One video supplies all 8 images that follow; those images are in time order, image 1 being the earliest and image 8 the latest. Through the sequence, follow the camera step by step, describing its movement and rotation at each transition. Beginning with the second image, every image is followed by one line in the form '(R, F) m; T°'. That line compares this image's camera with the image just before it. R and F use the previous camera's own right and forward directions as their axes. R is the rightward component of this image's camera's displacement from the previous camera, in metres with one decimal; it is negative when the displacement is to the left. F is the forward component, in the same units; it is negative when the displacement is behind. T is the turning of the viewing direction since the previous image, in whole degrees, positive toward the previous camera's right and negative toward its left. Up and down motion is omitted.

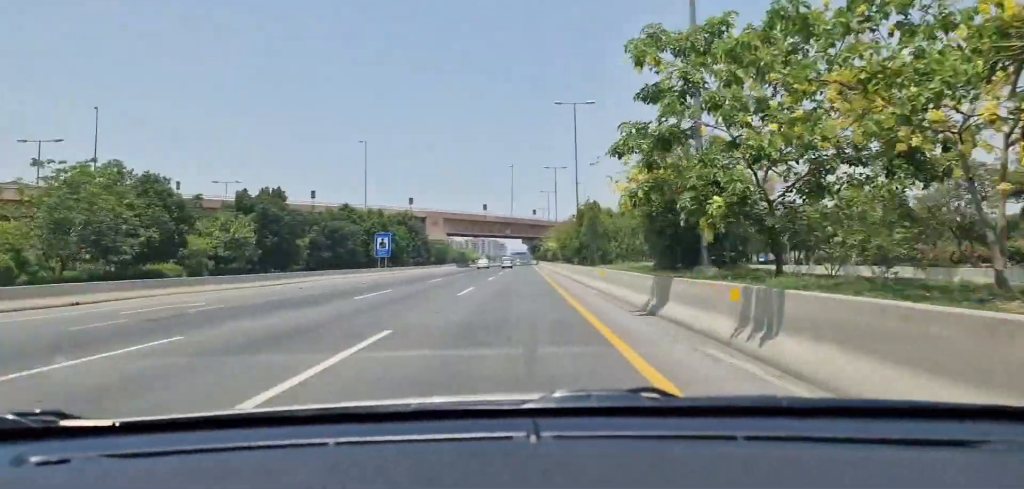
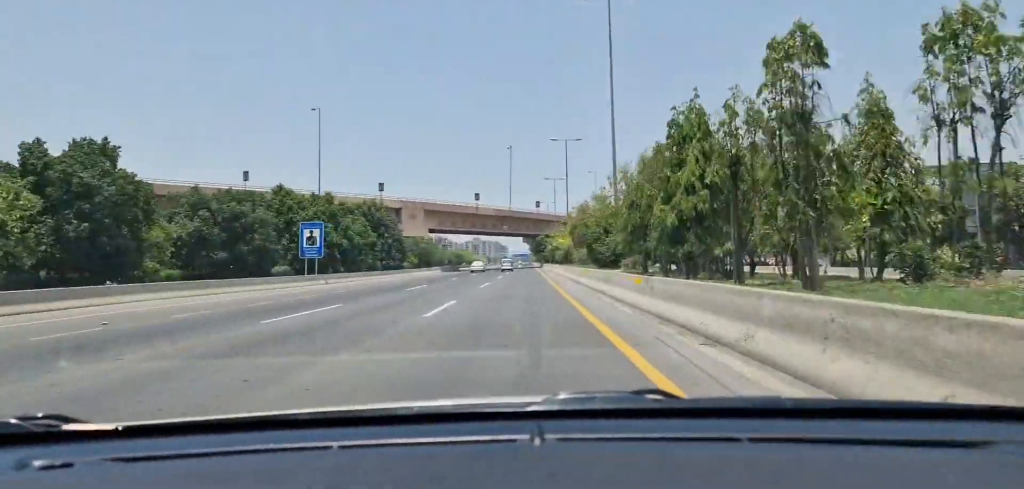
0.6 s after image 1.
(-0.1, +26.3) m; 0°
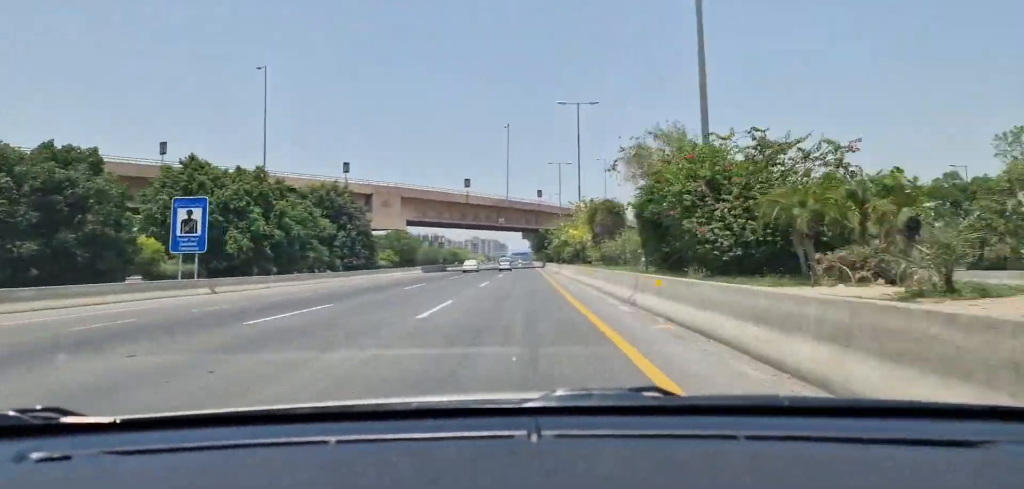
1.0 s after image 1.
(+0.2, +18.2) m; 0°
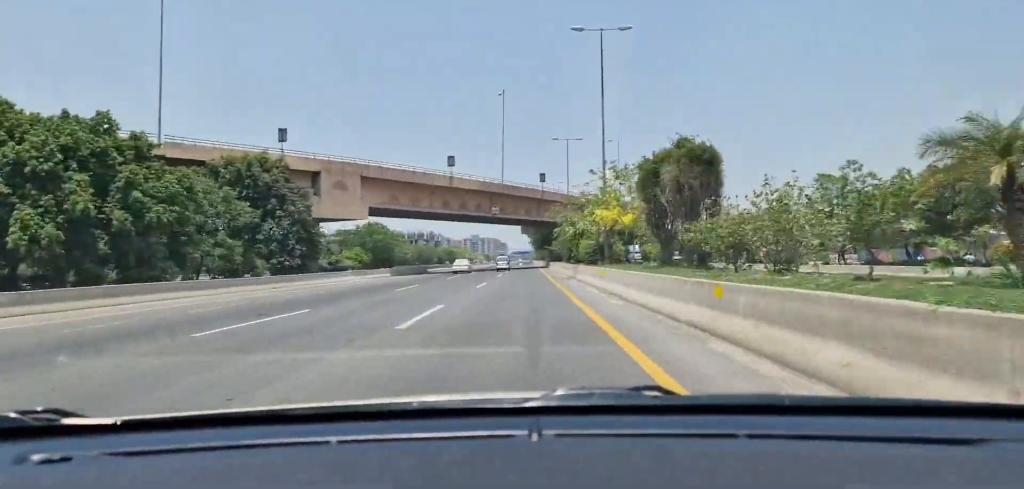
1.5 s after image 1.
(+0.2, +19.7) m; 0°
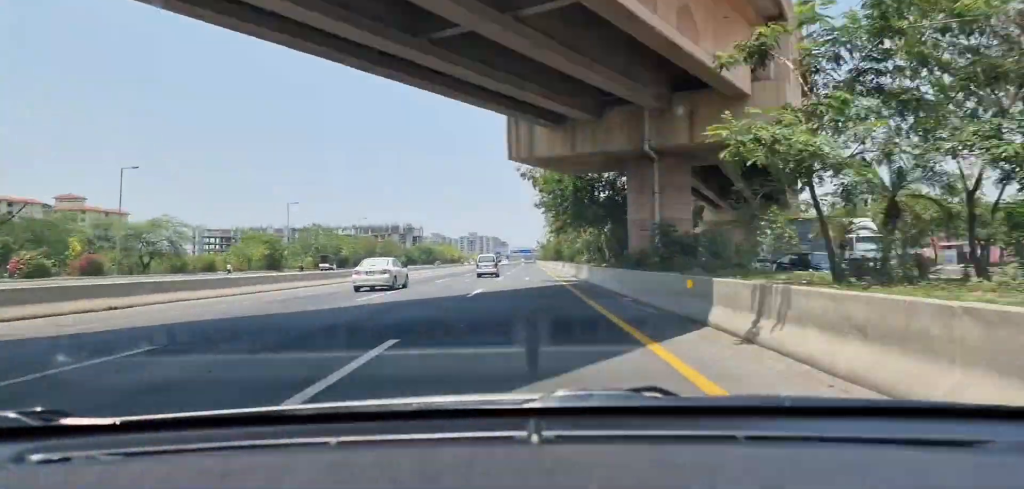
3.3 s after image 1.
(-0.8, +80.7) m; -1°
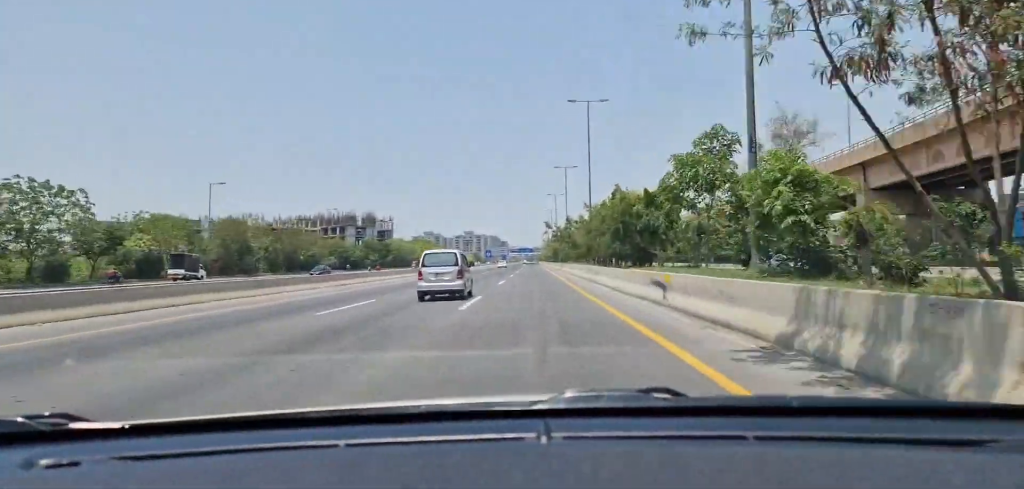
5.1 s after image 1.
(+0.4, +77.1) m; +1°
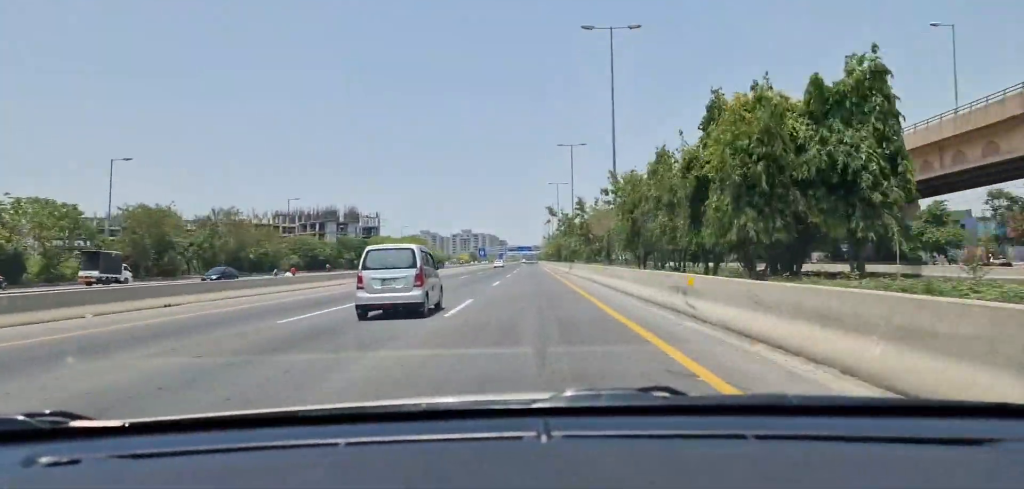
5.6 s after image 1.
(+0.1, +21.2) m; 0°
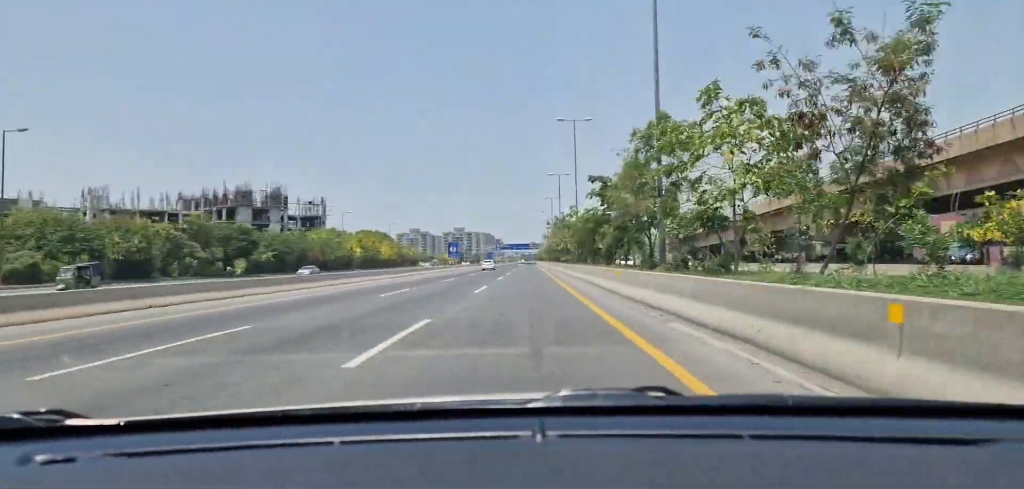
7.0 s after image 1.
(-0.4, +61.0) m; -1°
